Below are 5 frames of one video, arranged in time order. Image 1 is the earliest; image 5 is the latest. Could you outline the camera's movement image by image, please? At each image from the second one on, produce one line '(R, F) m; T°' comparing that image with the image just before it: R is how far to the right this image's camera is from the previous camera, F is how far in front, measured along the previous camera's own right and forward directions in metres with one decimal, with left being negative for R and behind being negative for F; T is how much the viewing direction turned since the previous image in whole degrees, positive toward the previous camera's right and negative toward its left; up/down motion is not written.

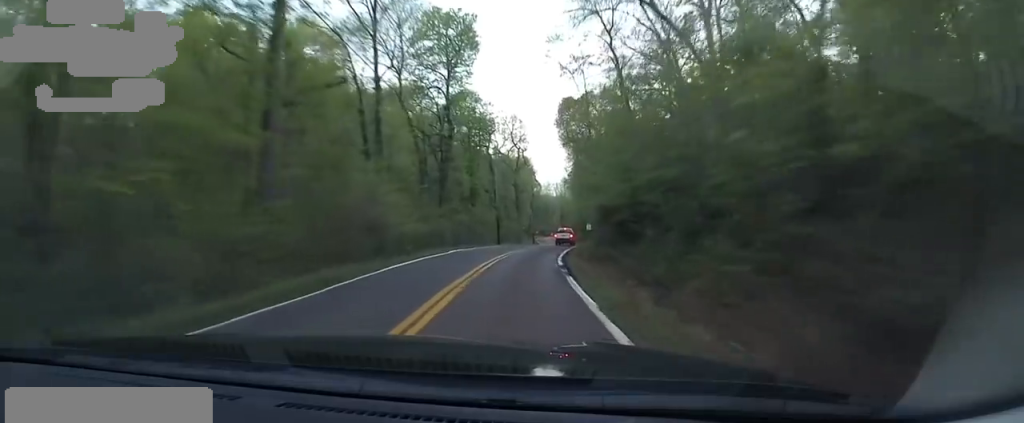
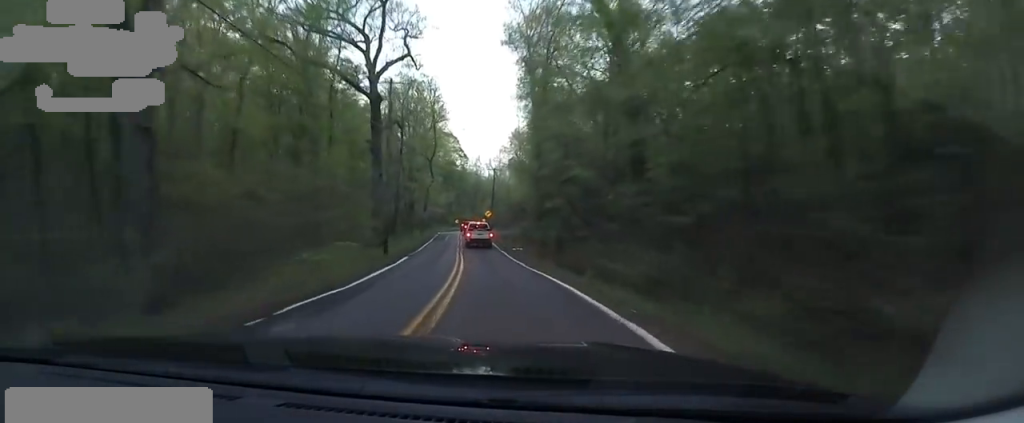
(+11.0, +63.7) m; +12°
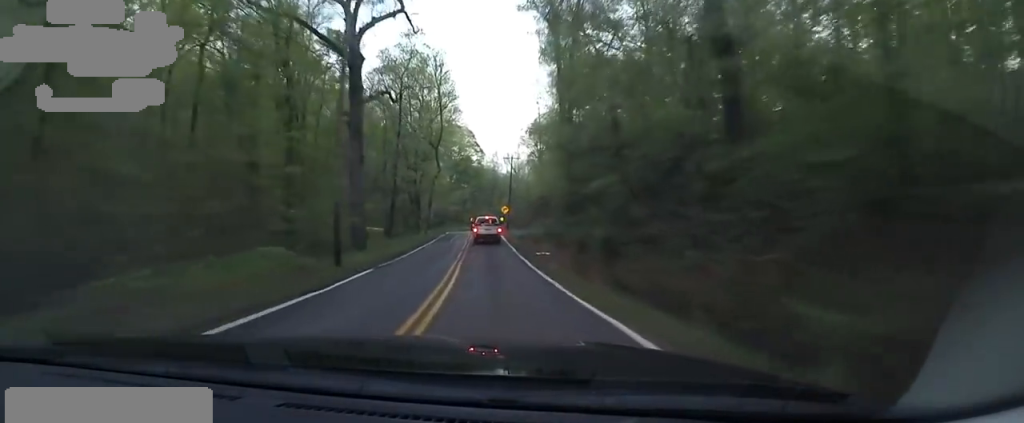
(0.0, +10.1) m; 0°
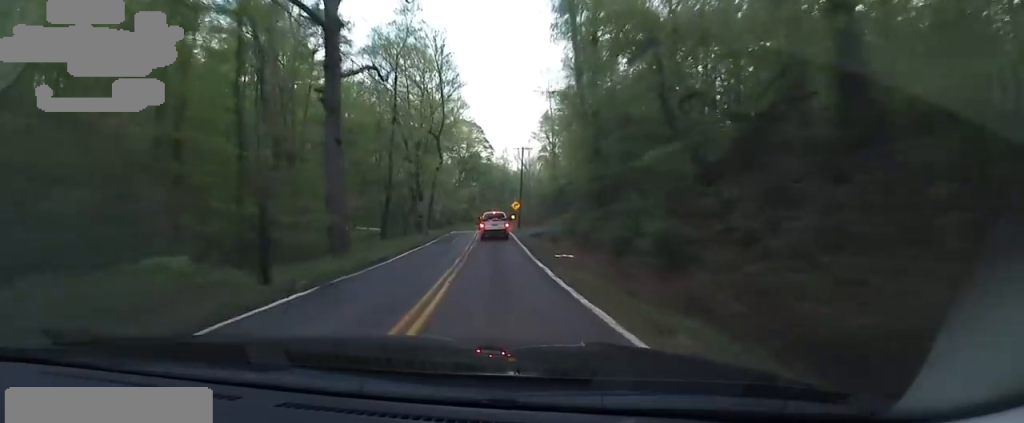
(0.0, +6.0) m; -1°
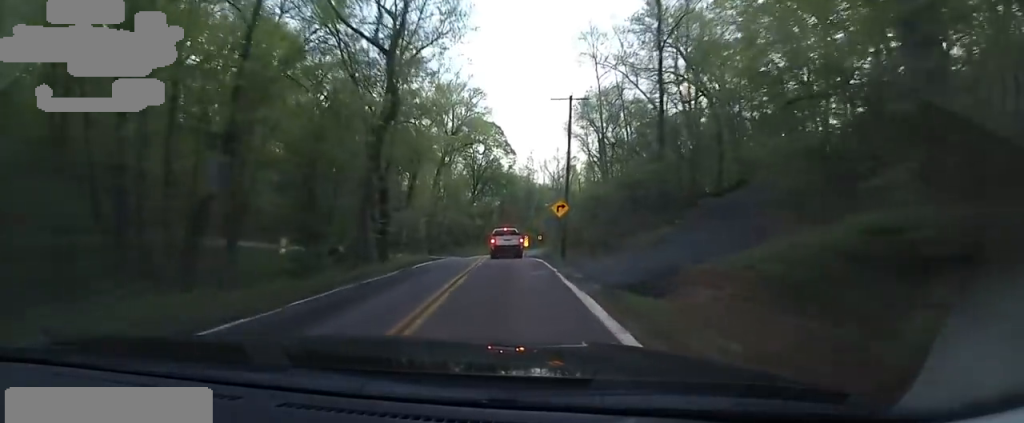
(-2.4, +27.7) m; -9°
